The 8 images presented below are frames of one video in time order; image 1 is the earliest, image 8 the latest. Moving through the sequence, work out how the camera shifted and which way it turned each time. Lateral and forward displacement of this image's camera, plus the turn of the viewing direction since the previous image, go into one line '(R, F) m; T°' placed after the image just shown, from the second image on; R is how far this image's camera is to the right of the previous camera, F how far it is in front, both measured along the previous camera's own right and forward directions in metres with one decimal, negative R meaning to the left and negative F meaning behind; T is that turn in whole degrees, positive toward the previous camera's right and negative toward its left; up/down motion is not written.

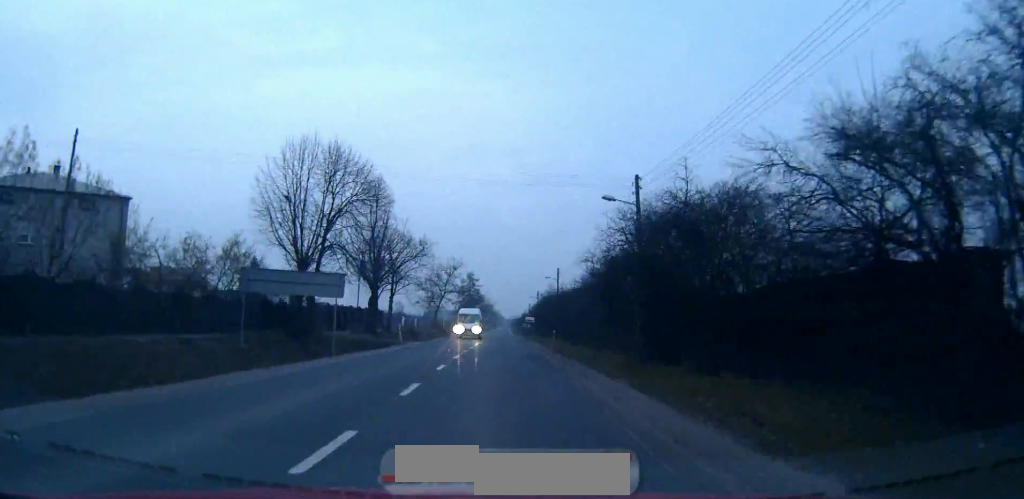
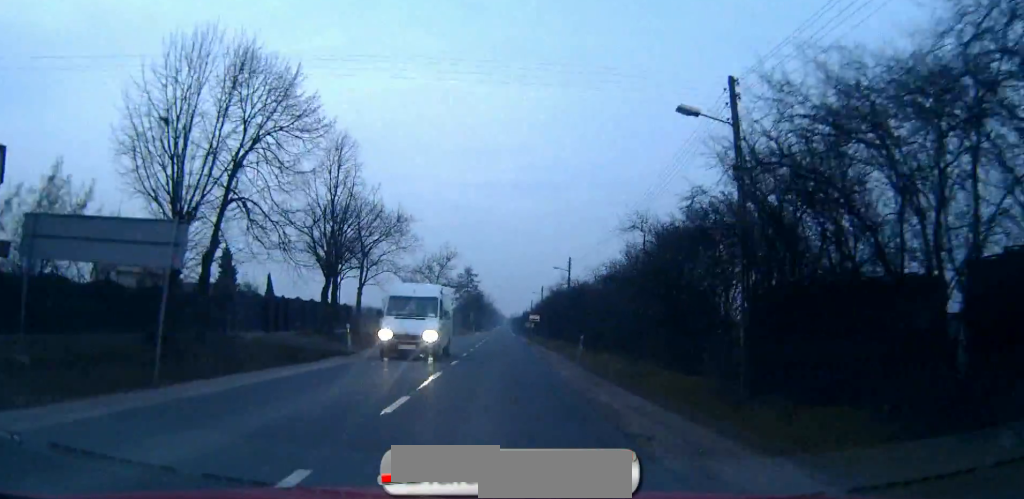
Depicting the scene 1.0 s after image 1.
(0.0, +13.7) m; 0°
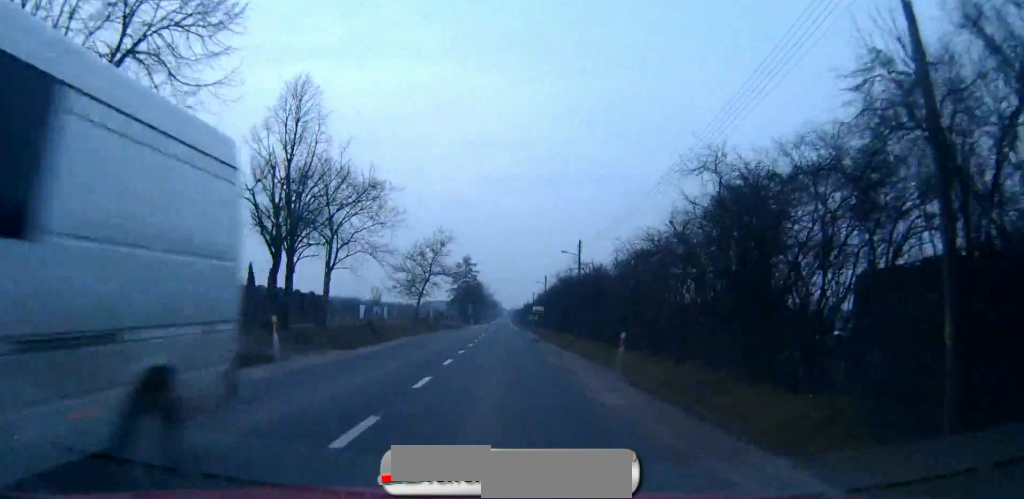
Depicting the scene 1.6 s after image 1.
(0.0, +9.0) m; 0°
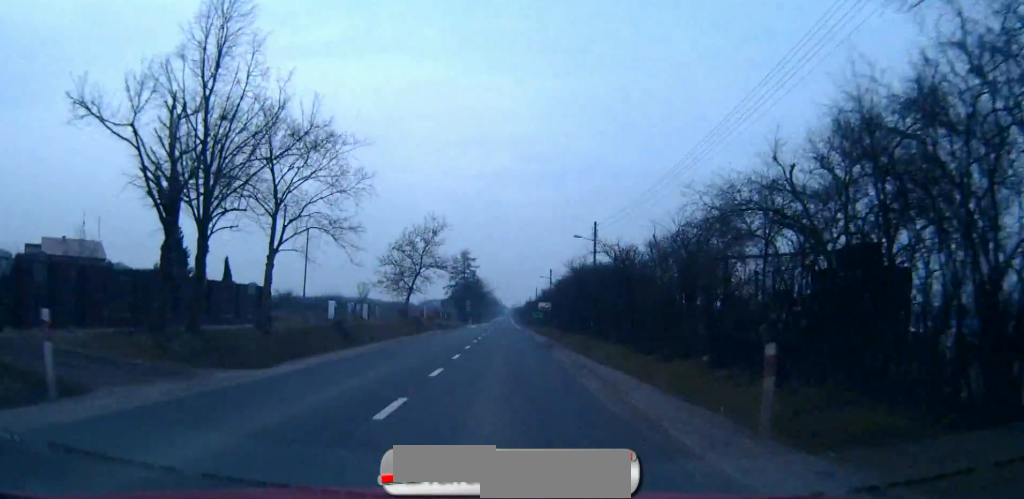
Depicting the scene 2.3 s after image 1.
(0.0, +10.0) m; 0°
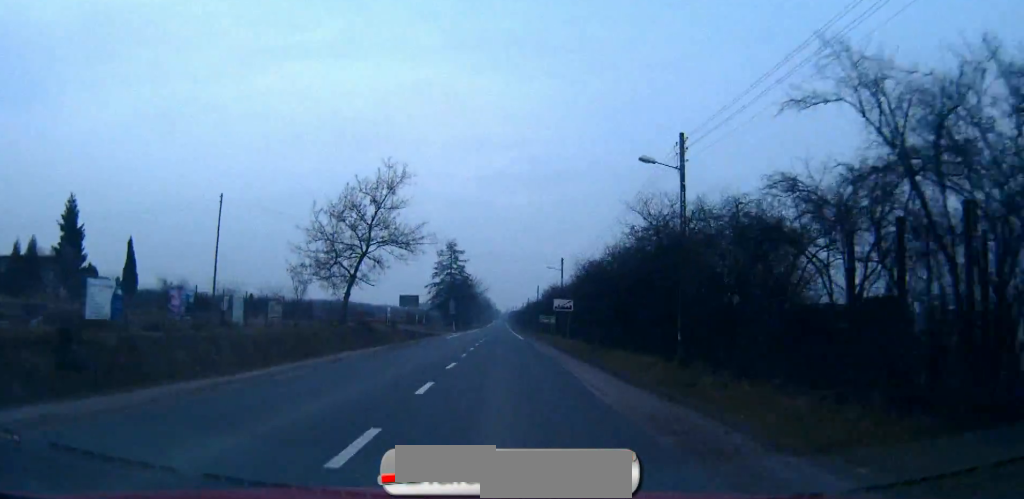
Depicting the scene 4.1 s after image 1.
(0.0, +26.6) m; 0°
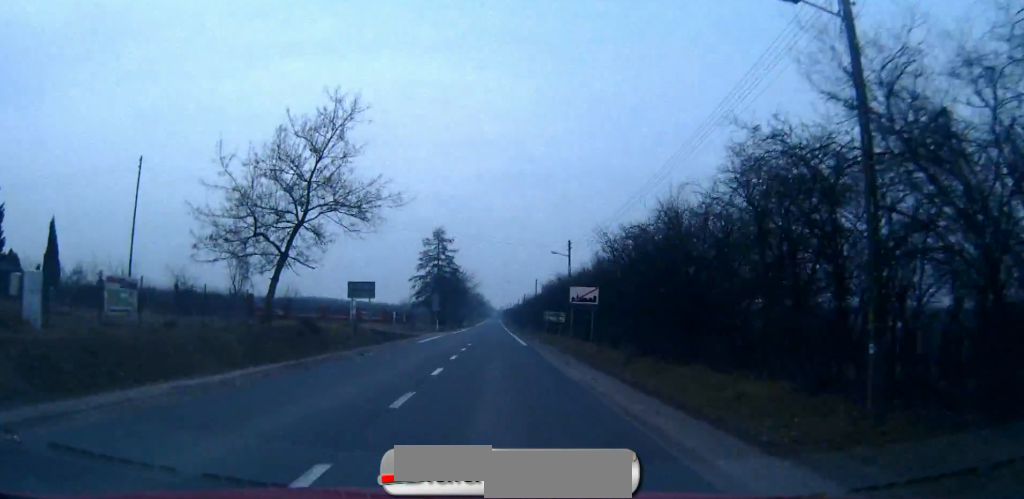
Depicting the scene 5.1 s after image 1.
(0.0, +14.1) m; 0°
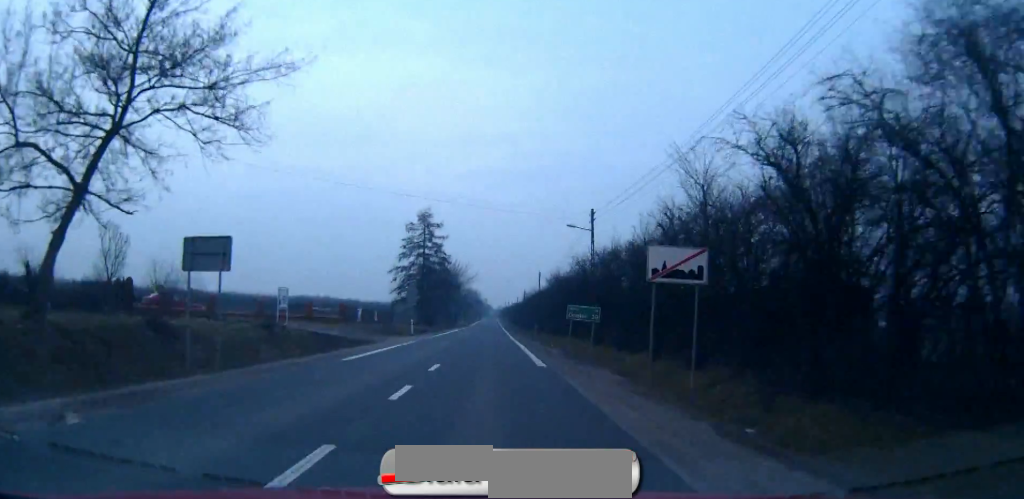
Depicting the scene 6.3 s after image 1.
(+0.1, +17.2) m; 0°
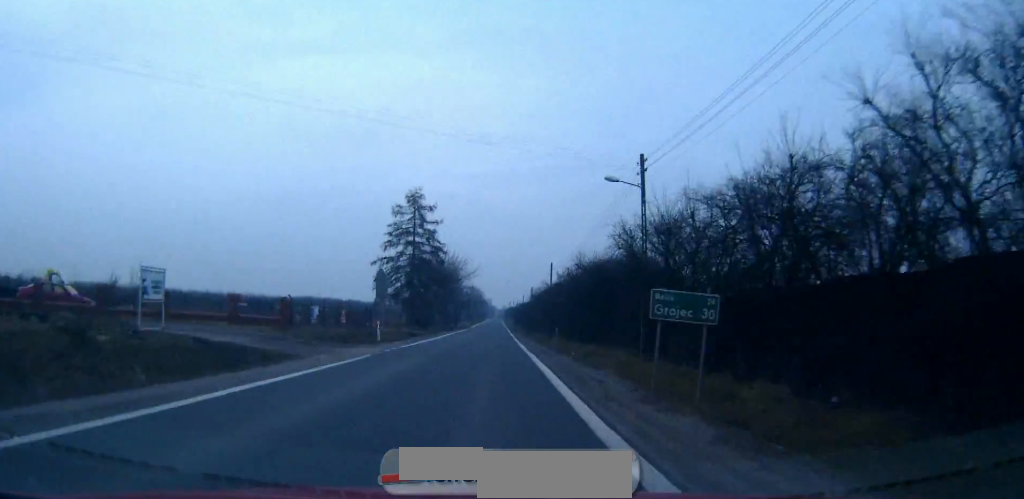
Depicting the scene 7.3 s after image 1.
(0.0, +15.0) m; 0°
